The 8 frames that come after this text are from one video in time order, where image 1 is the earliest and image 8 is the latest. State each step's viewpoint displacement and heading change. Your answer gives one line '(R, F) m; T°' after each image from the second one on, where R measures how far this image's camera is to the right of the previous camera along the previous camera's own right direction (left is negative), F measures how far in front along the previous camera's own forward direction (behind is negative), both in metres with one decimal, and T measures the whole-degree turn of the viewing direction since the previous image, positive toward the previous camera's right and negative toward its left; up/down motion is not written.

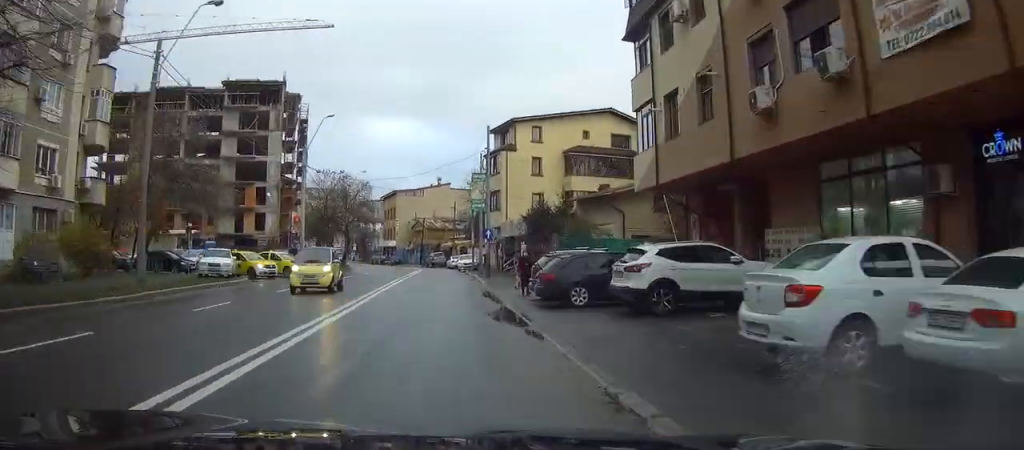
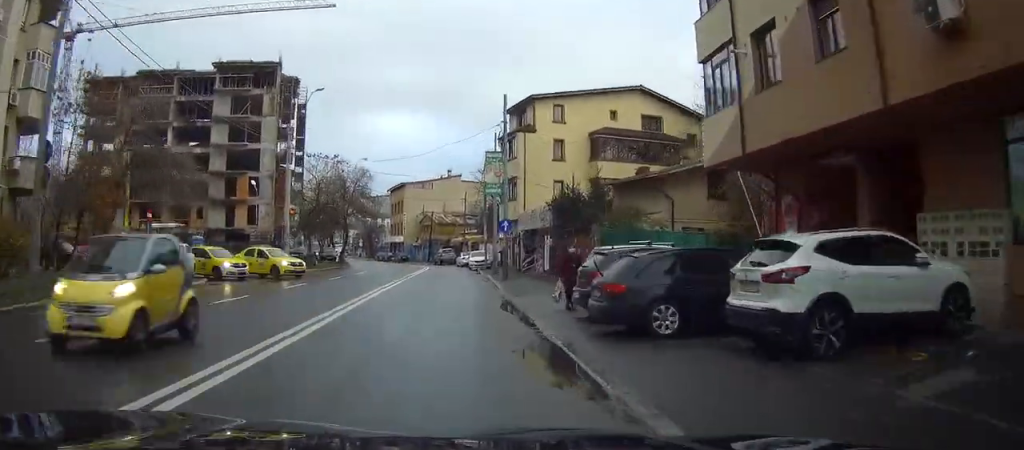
(0.0, +7.3) m; 0°
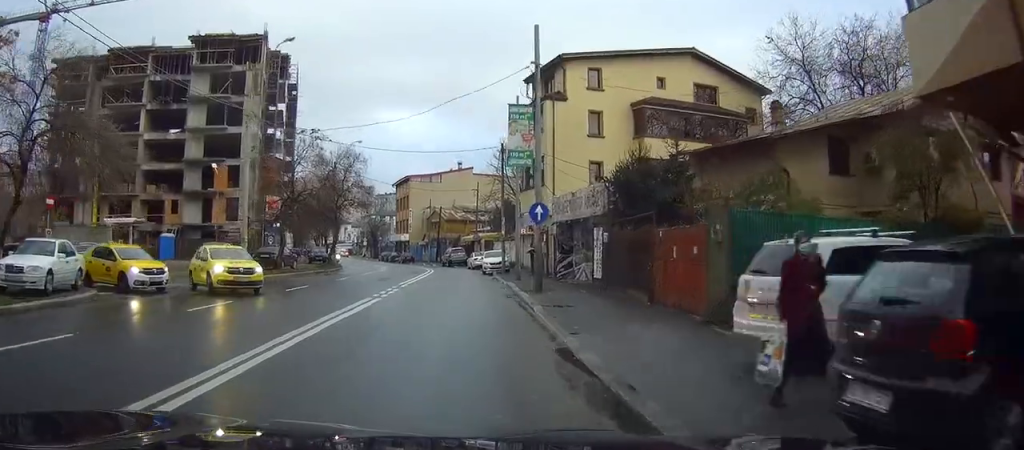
(-0.1, +10.8) m; -1°
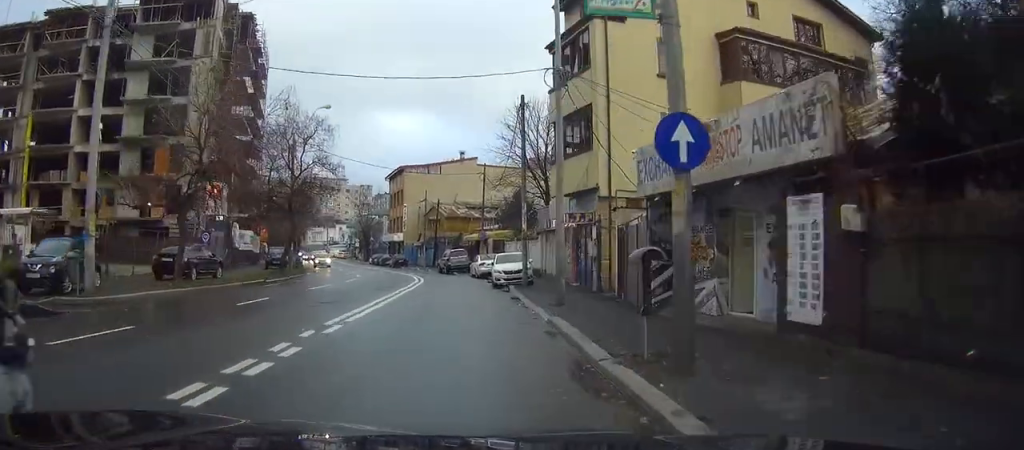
(-0.1, +15.0) m; +1°
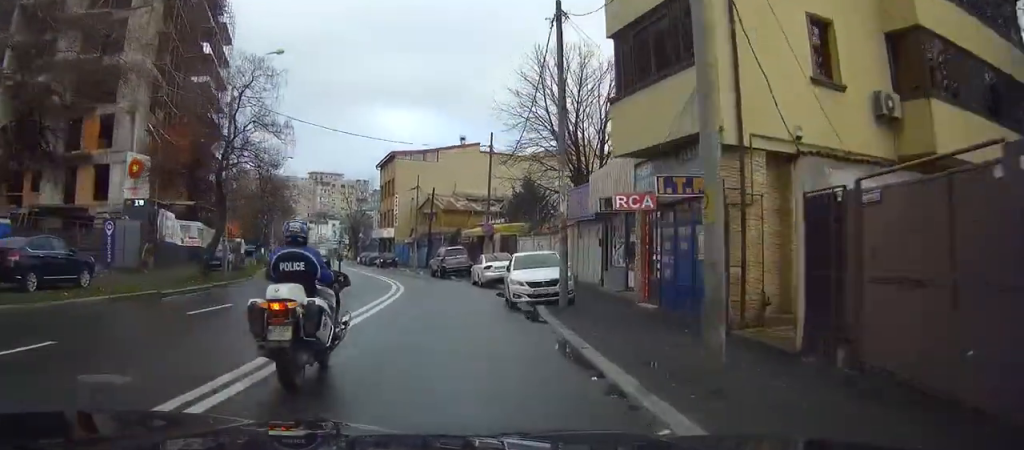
(+0.2, +12.3) m; +1°
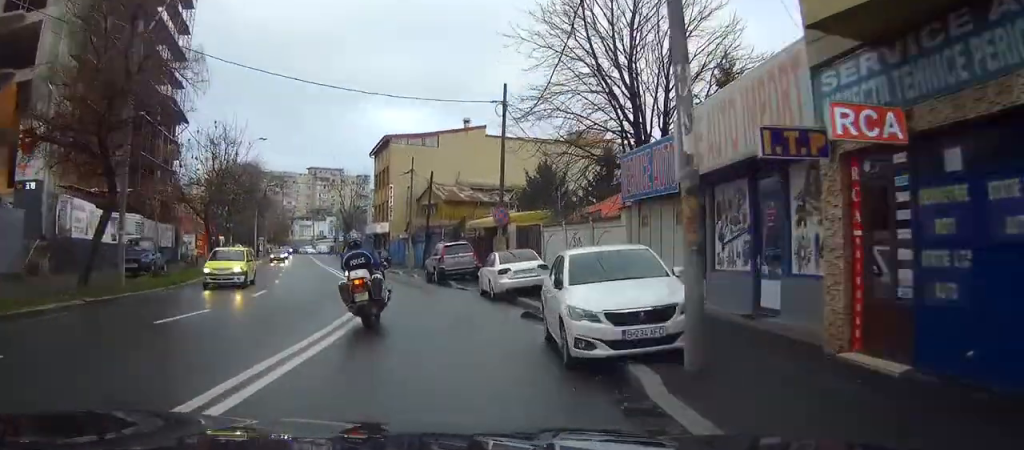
(0.0, +10.4) m; -1°
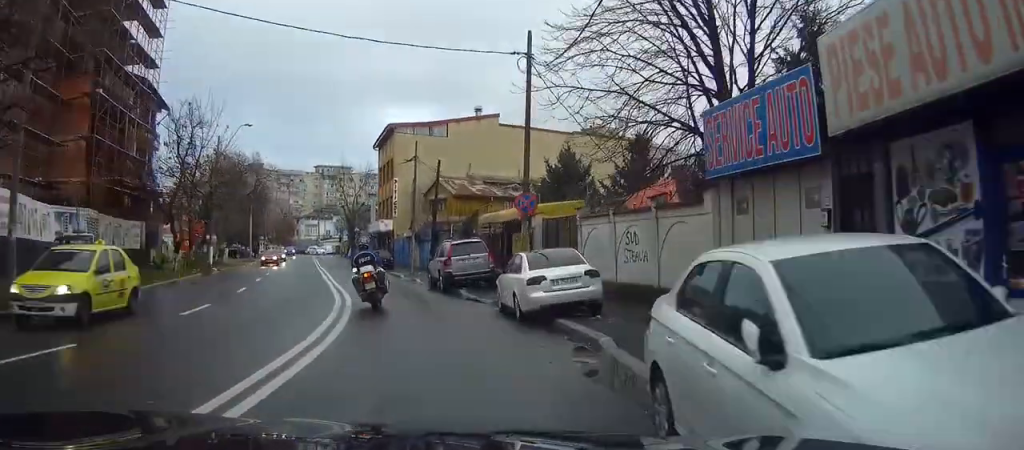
(-0.1, +6.6) m; -1°
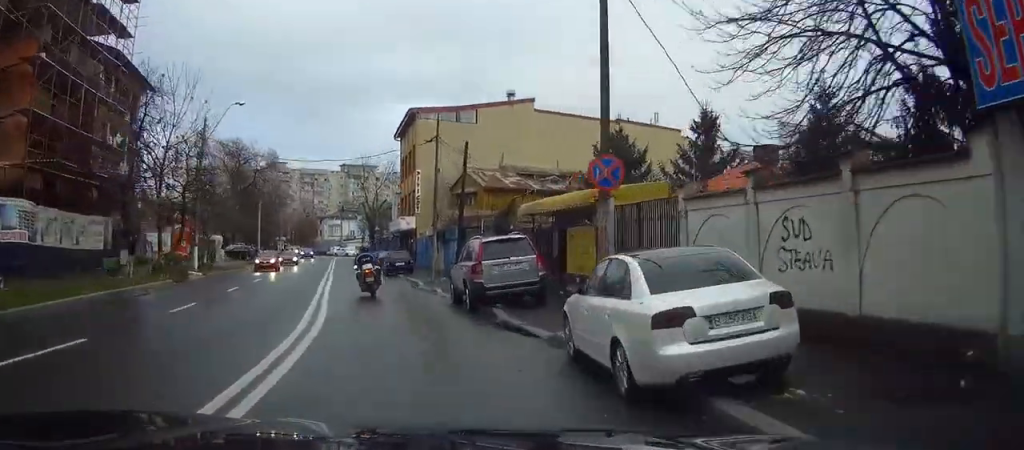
(-0.1, +7.9) m; -2°
